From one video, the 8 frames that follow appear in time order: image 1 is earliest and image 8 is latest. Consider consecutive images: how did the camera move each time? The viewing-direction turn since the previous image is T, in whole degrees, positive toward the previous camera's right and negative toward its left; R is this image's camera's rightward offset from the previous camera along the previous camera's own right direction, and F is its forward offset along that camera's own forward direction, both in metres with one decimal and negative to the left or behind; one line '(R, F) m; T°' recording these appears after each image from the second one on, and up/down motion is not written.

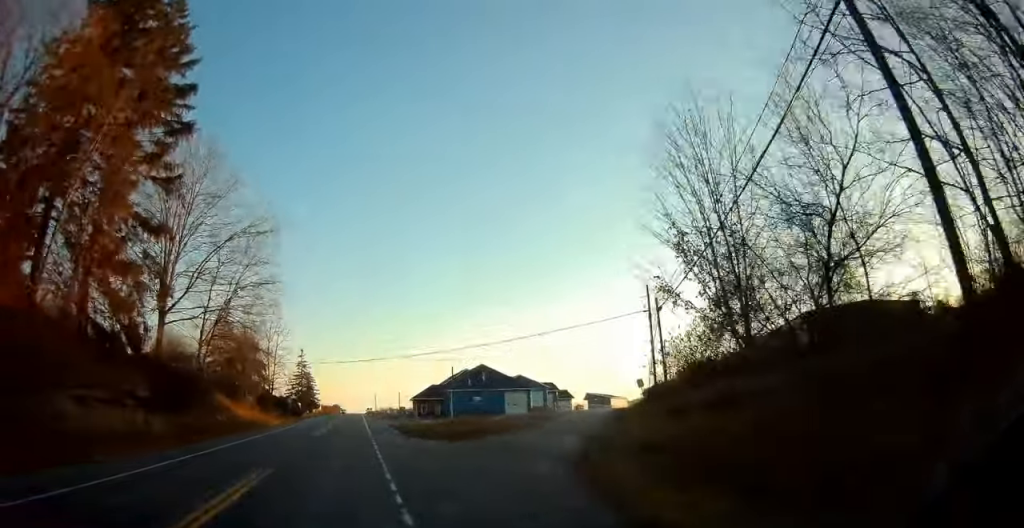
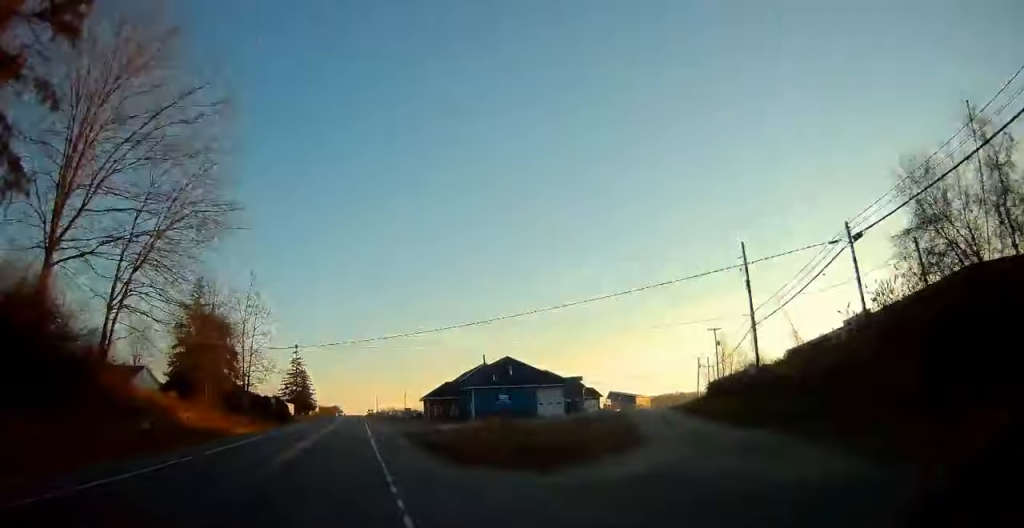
(-0.1, +16.6) m; 0°
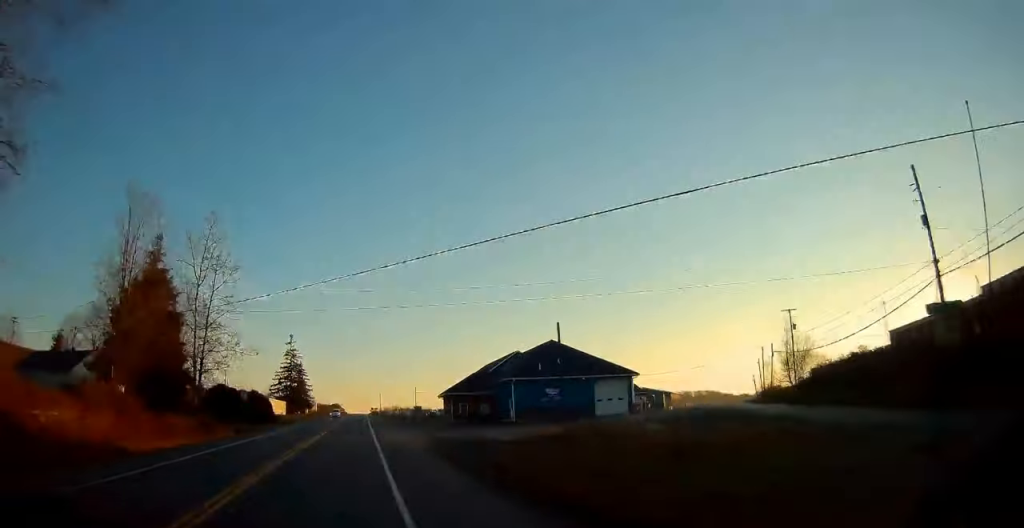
(+0.1, +18.3) m; 0°
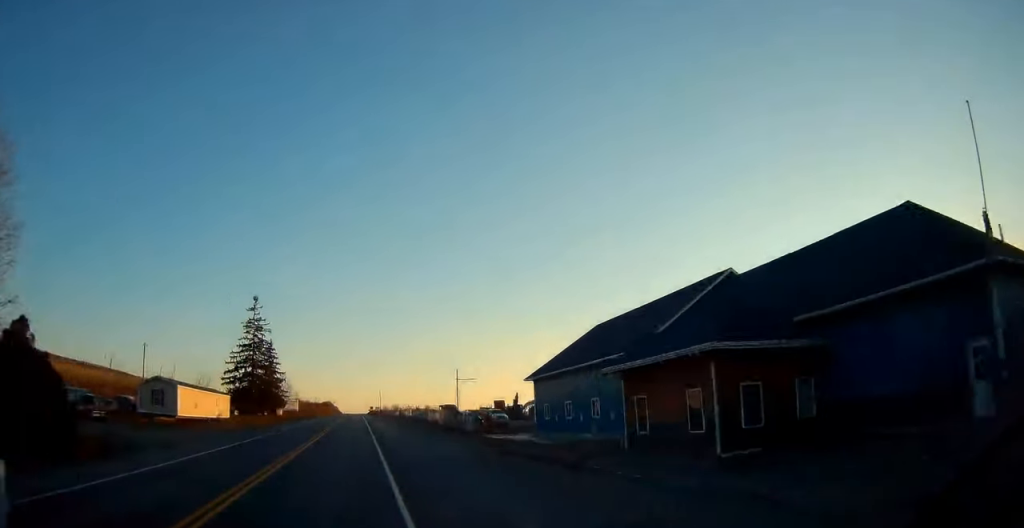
(-0.4, +48.5) m; -1°
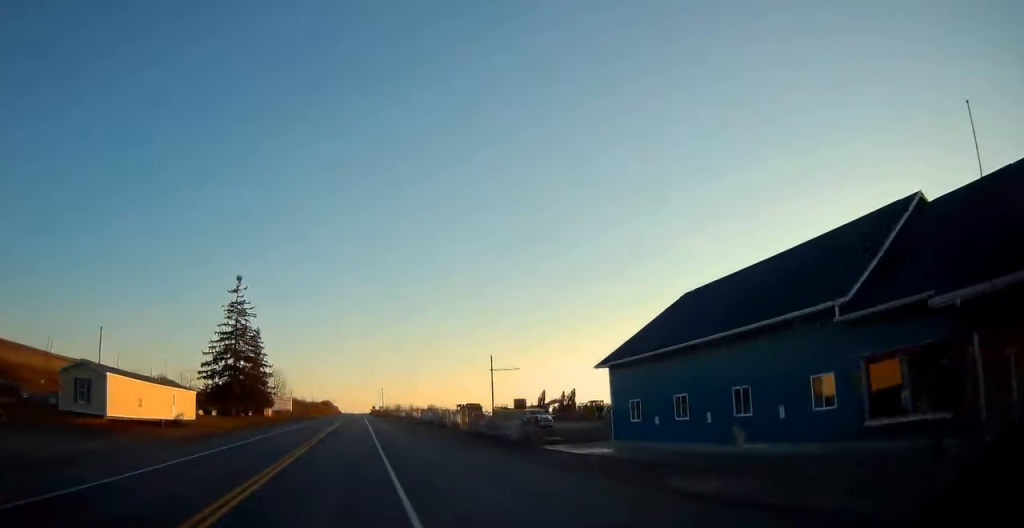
(0.0, +15.0) m; 0°
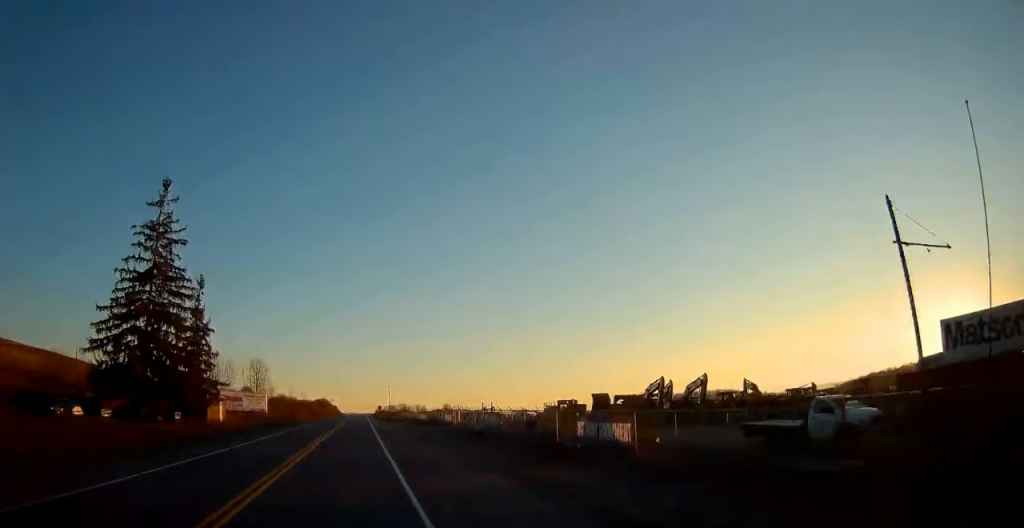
(-0.3, +36.0) m; -1°
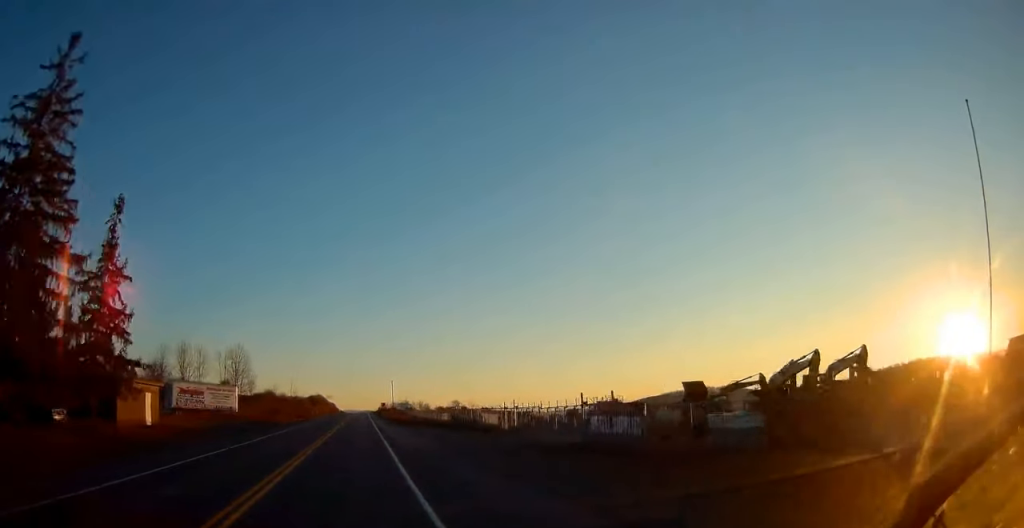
(-0.1, +22.0) m; 0°
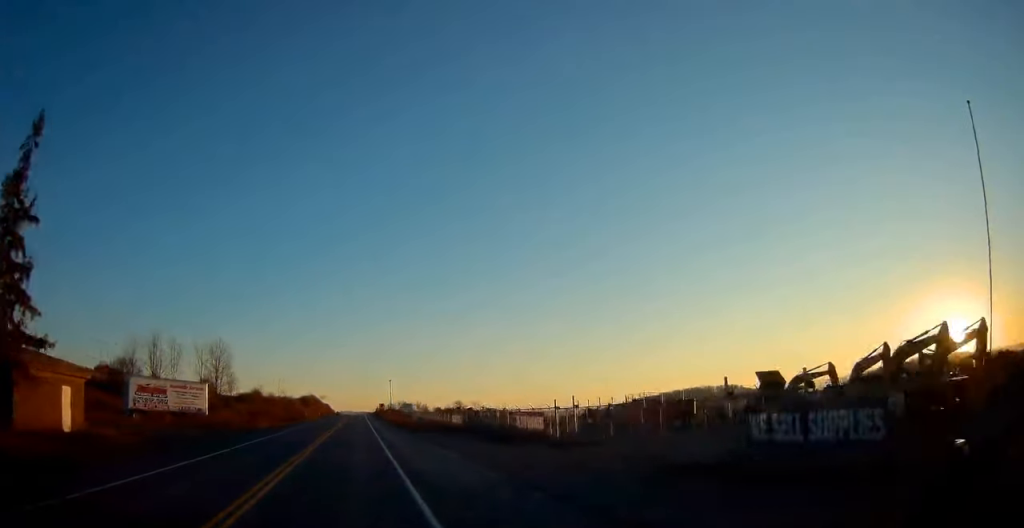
(-0.1, +11.9) m; 0°
